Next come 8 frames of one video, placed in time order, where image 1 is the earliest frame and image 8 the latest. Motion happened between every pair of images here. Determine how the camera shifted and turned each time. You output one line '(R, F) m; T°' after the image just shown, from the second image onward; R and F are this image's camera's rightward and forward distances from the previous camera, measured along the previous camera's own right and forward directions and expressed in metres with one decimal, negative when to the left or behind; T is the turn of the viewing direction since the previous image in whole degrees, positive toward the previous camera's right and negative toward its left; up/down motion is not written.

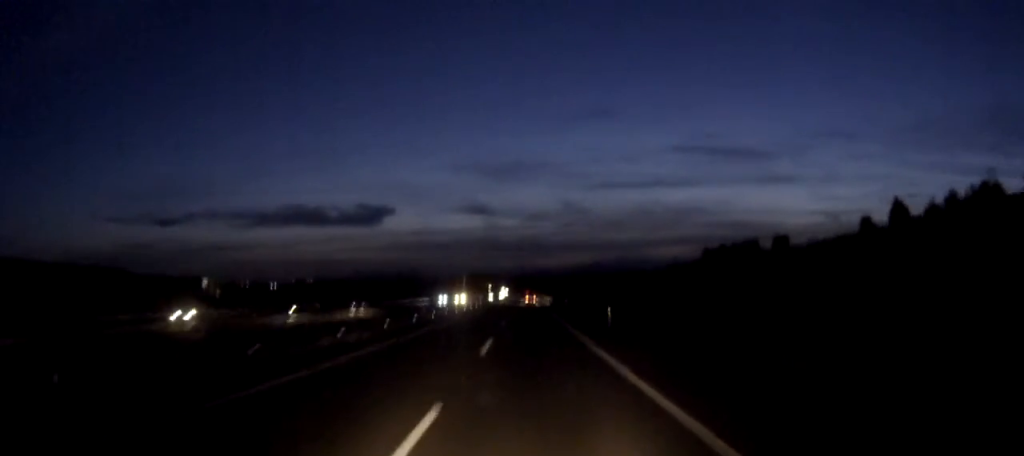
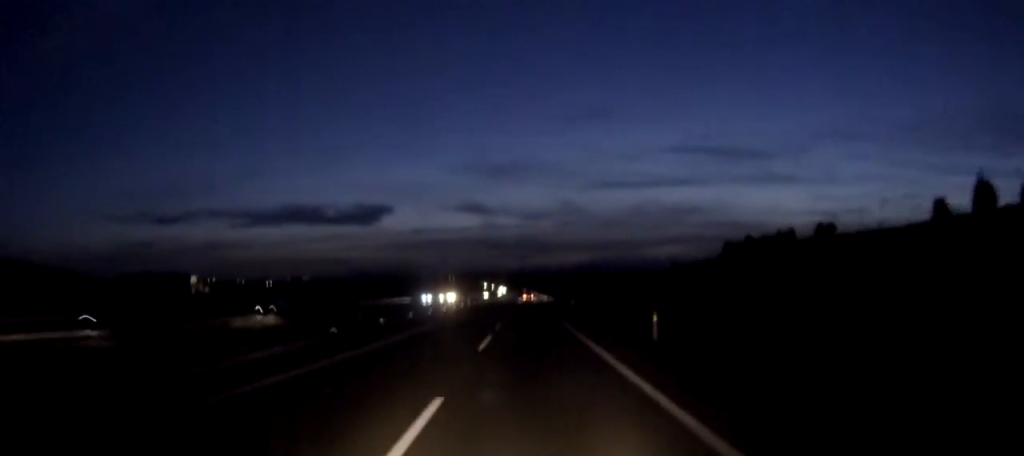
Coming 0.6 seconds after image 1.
(0.0, +16.7) m; 0°
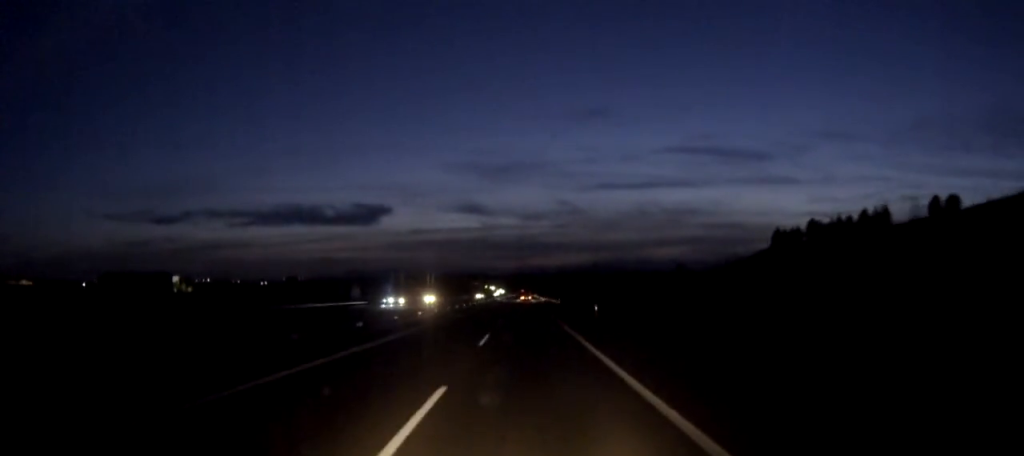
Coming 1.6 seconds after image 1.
(0.0, +27.8) m; 0°
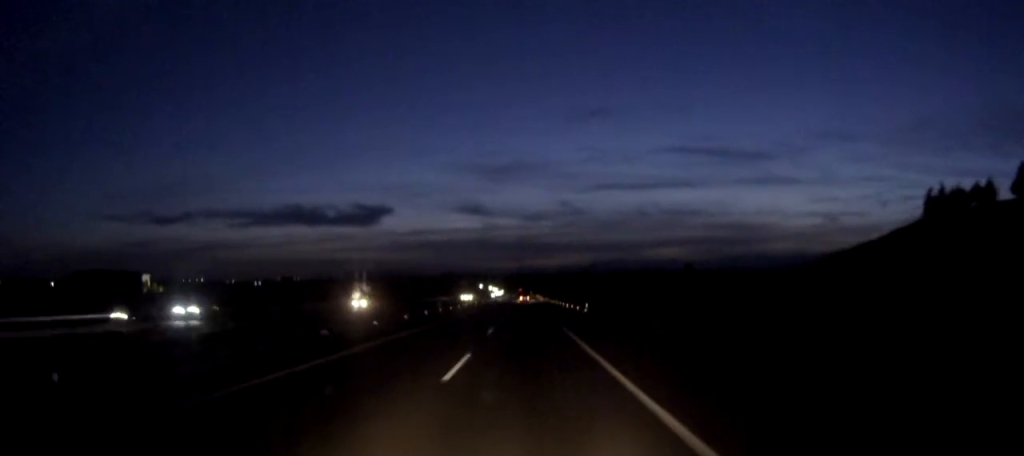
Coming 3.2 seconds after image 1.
(-0.1, +44.5) m; 0°
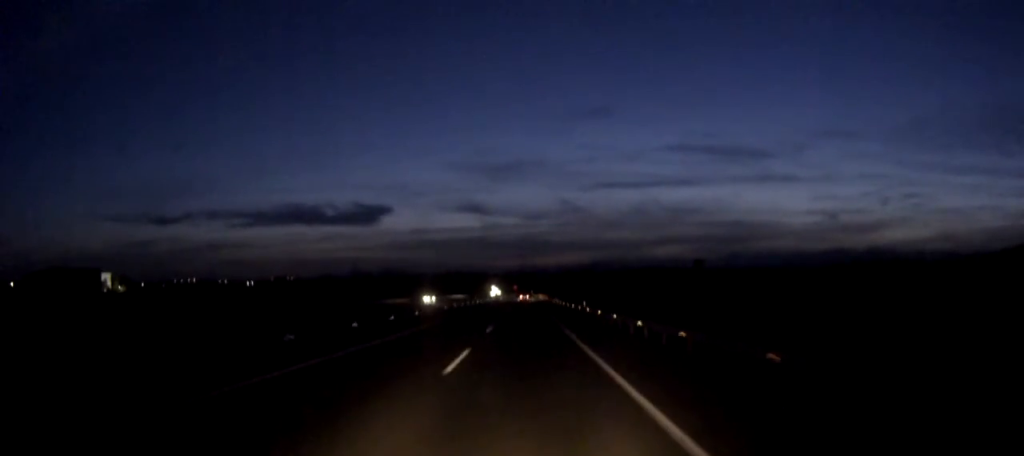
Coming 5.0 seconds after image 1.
(-0.1, +51.0) m; 0°
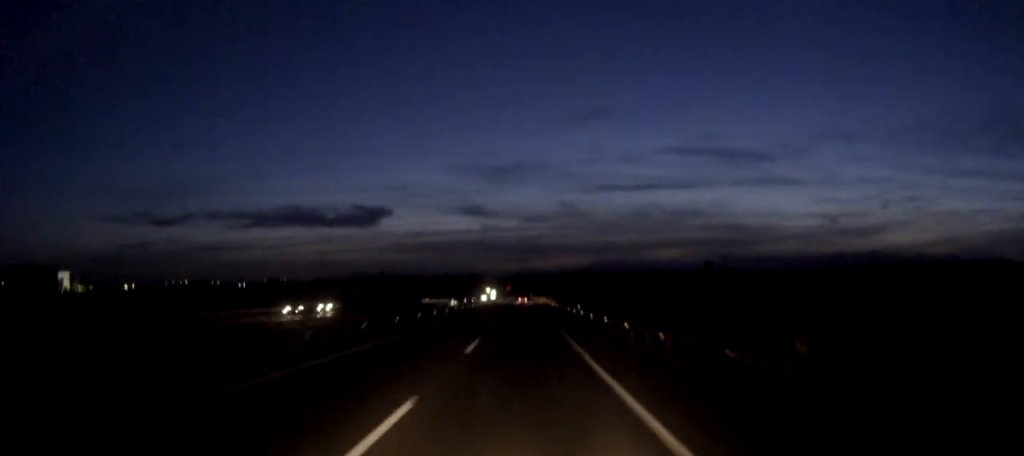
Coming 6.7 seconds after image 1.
(+0.1, +45.3) m; 0°
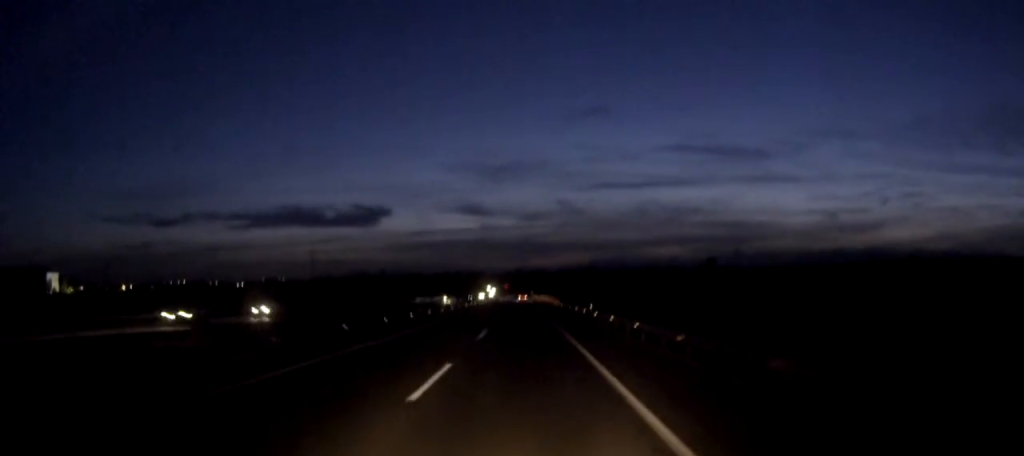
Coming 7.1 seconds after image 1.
(0.0, +11.2) m; 0°
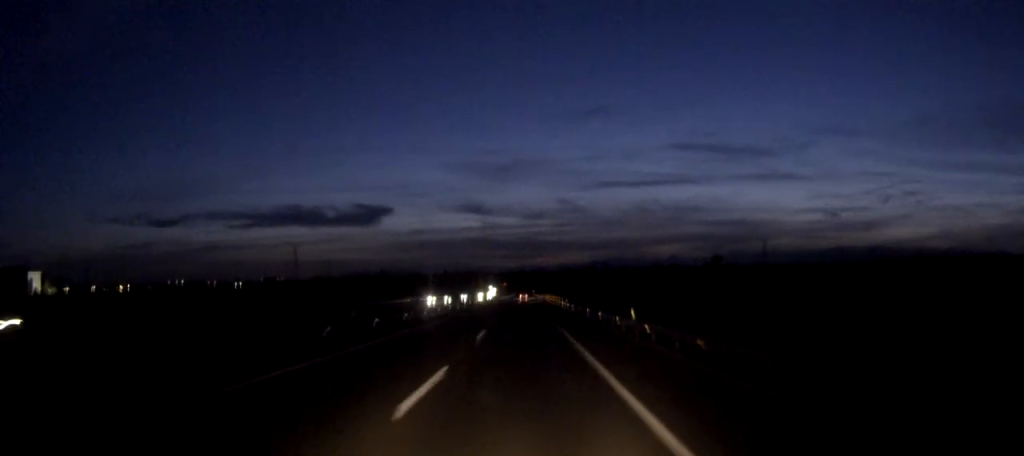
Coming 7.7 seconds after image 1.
(0.0, +18.6) m; 0°
